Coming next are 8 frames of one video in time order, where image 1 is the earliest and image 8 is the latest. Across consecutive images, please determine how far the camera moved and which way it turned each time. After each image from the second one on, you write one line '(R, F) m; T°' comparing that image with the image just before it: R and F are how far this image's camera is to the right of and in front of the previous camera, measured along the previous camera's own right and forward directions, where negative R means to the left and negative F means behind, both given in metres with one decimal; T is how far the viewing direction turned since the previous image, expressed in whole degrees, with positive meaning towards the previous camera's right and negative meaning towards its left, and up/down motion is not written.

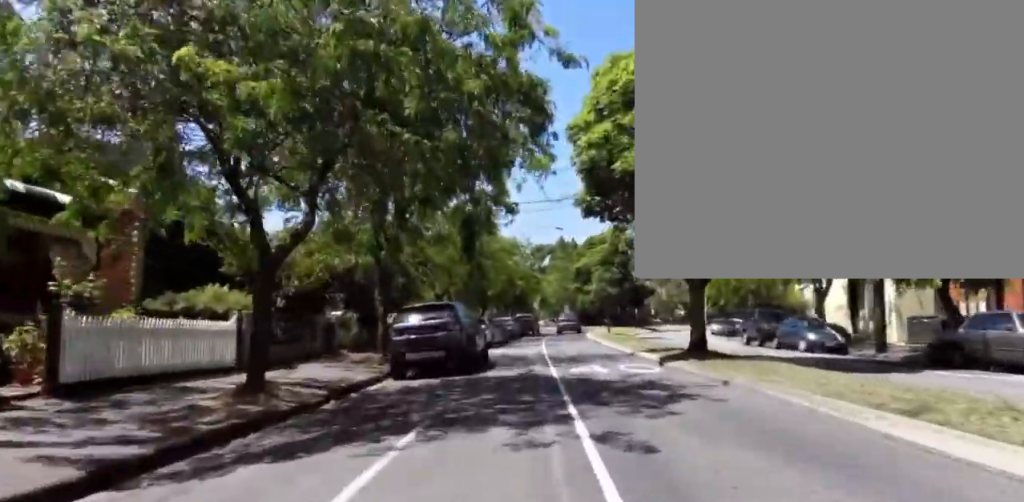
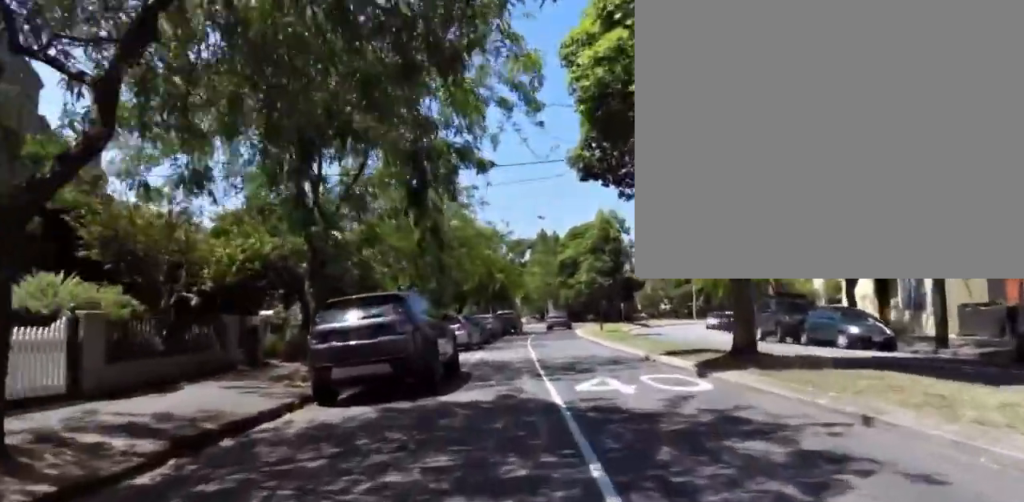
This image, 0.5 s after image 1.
(0.0, +4.0) m; 0°
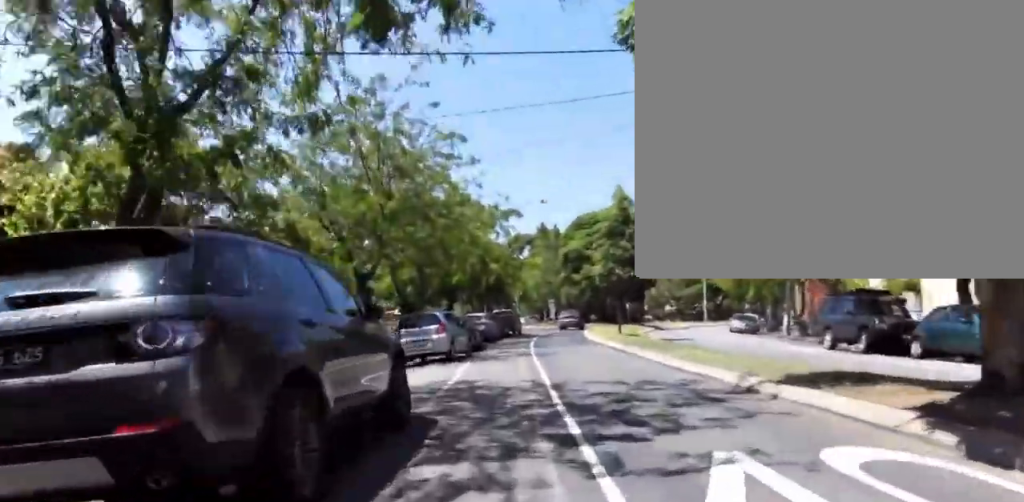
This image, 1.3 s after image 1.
(0.0, +5.8) m; 0°
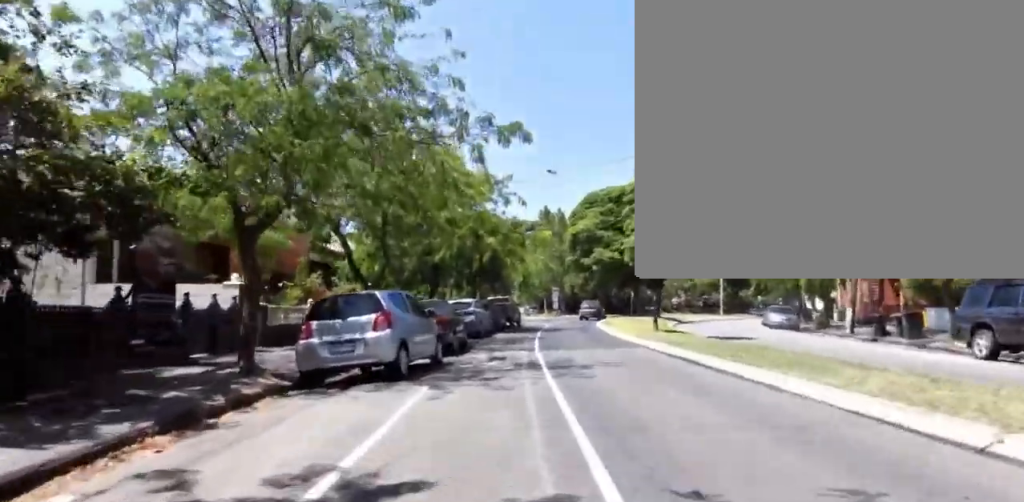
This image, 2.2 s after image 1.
(0.0, +7.0) m; 0°
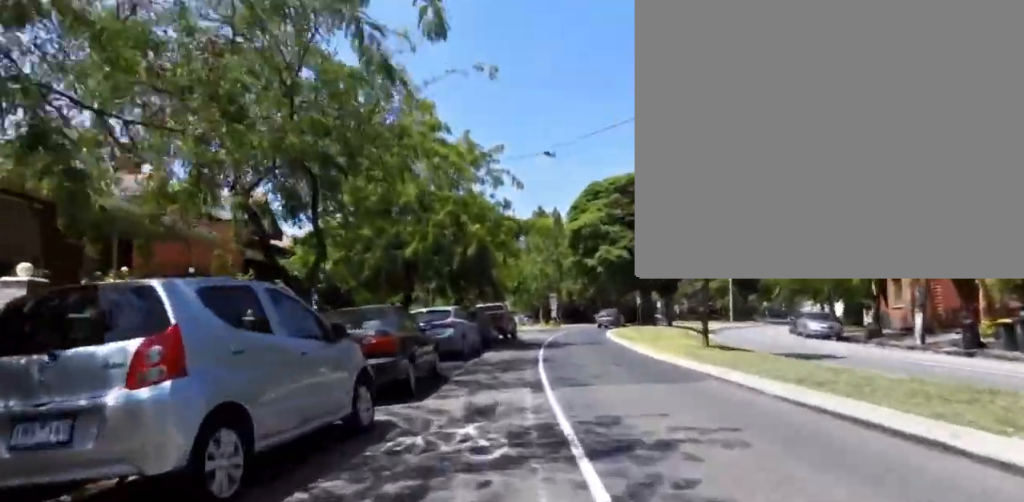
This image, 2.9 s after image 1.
(0.0, +5.6) m; 0°
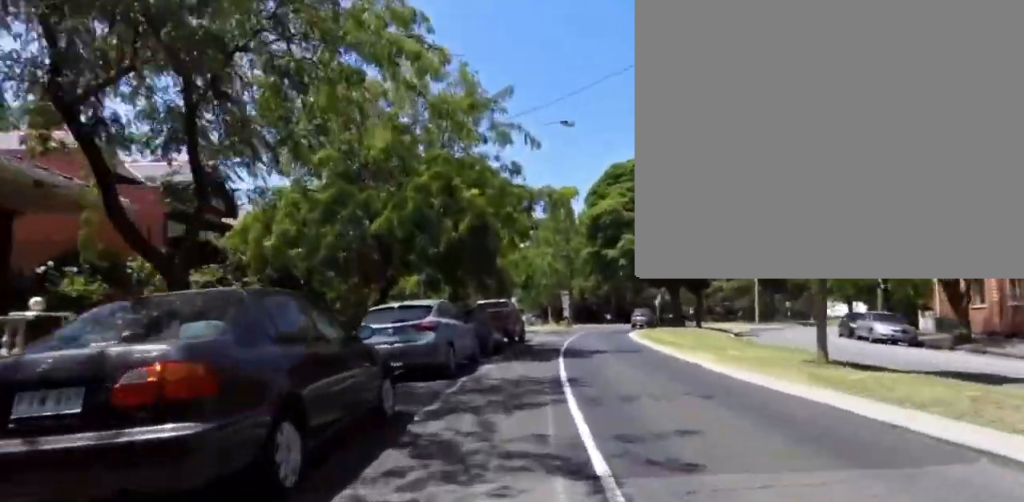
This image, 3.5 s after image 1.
(0.0, +5.2) m; +1°
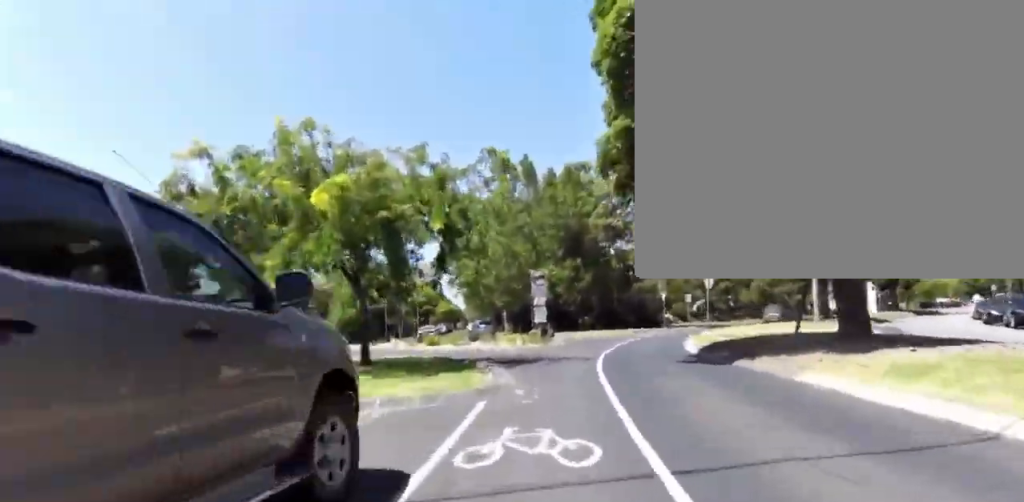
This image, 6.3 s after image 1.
(-0.4, +23.9) m; -2°
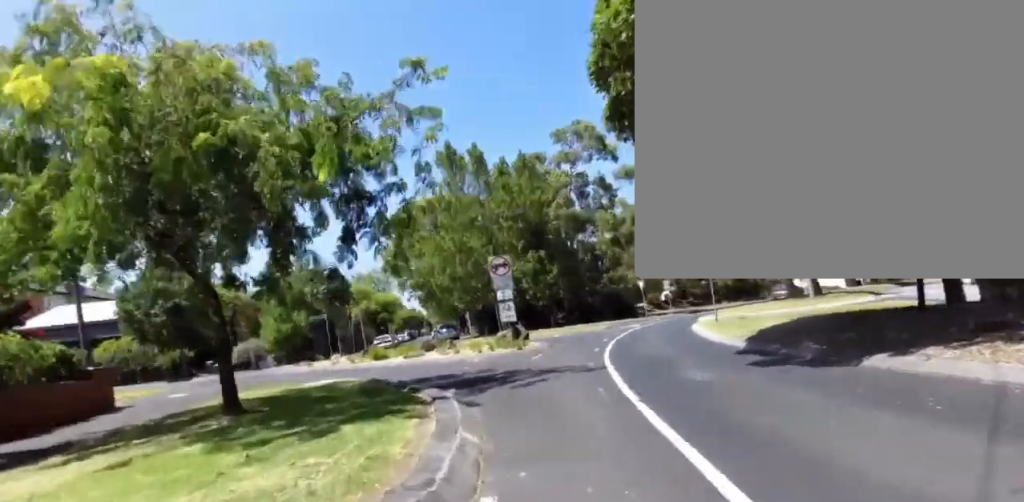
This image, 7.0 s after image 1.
(-0.3, +5.6) m; +5°
